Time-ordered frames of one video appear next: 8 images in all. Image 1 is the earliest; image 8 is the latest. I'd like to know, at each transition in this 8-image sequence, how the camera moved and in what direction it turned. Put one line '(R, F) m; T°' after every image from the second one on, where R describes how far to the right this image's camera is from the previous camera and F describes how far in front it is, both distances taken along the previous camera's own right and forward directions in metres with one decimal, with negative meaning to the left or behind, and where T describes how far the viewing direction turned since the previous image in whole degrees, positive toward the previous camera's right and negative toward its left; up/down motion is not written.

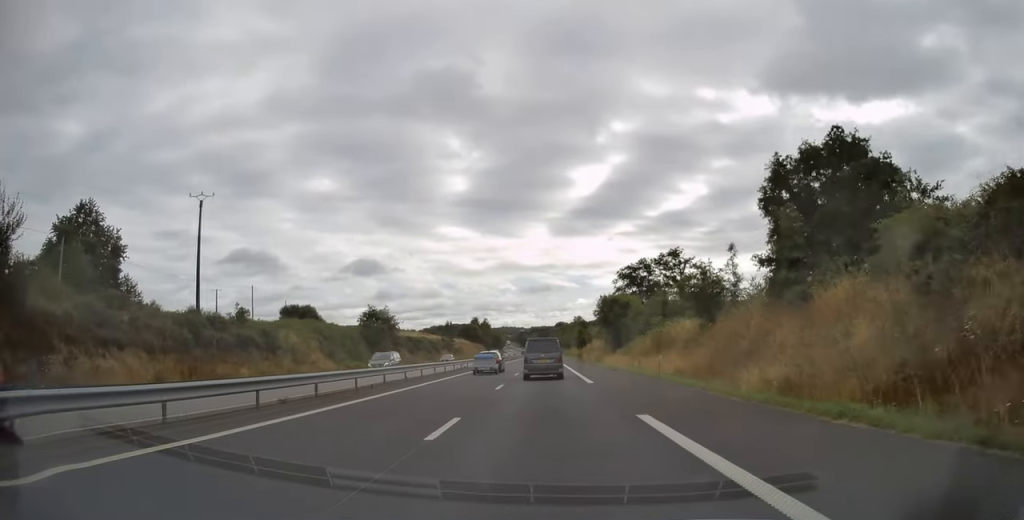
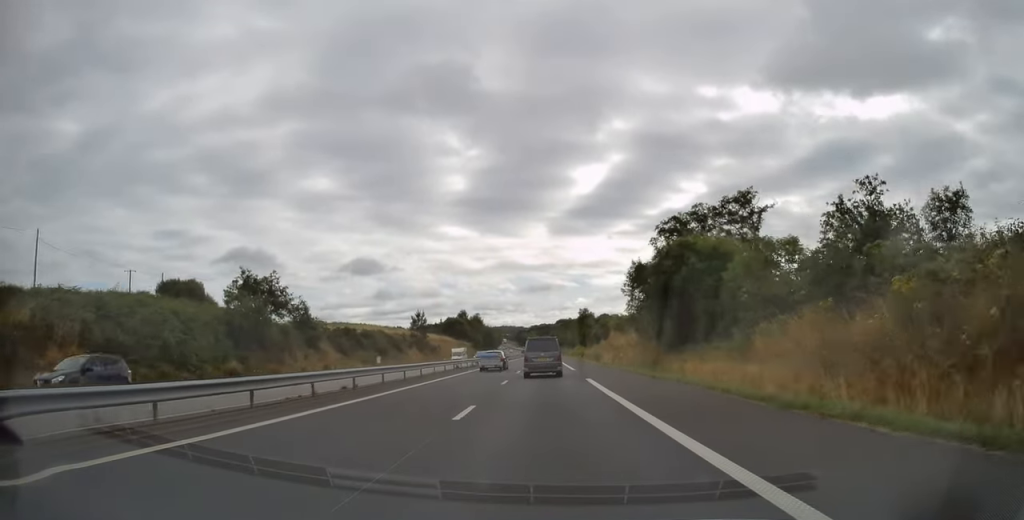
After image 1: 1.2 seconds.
(-0.5, +36.1) m; 0°
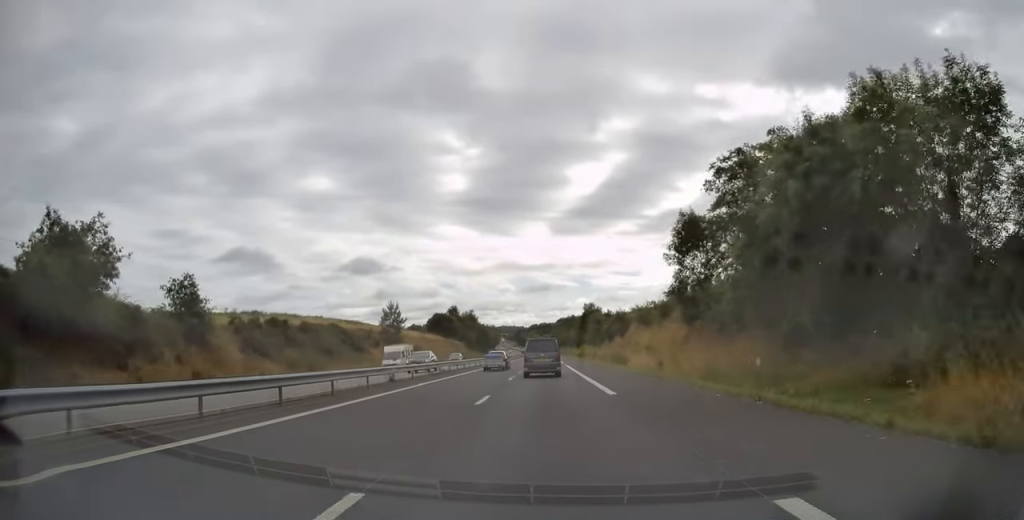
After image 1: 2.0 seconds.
(+0.3, +22.4) m; +1°
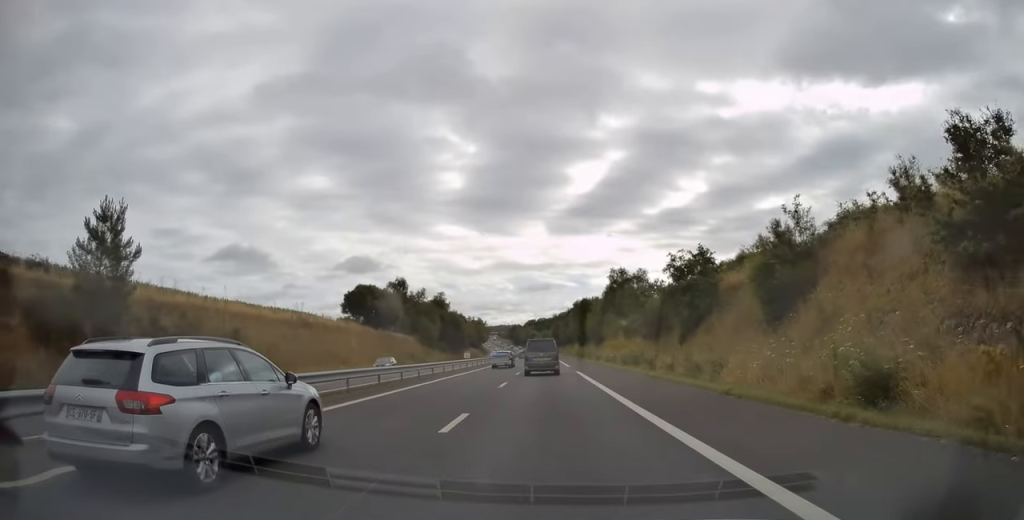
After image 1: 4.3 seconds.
(+0.2, +70.1) m; -1°
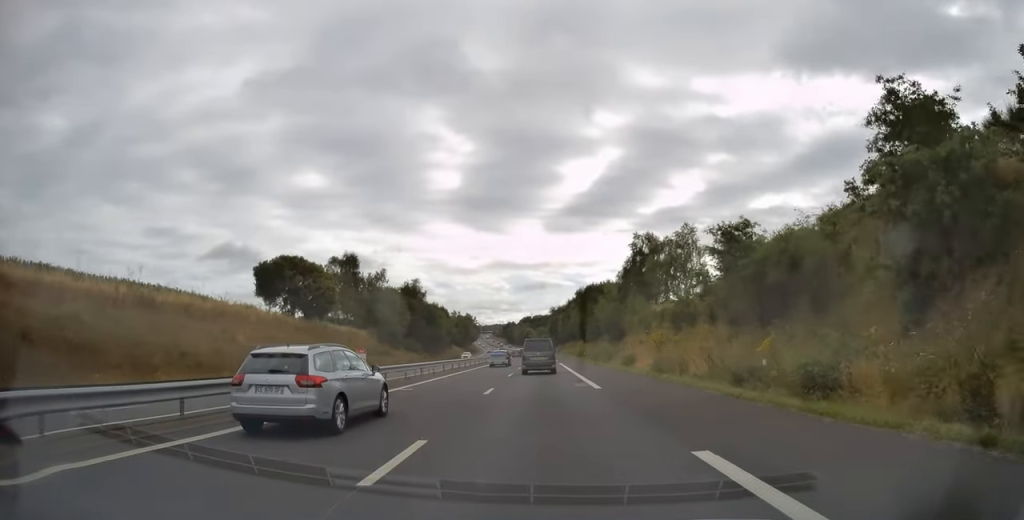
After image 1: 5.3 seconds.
(-0.3, +29.9) m; 0°
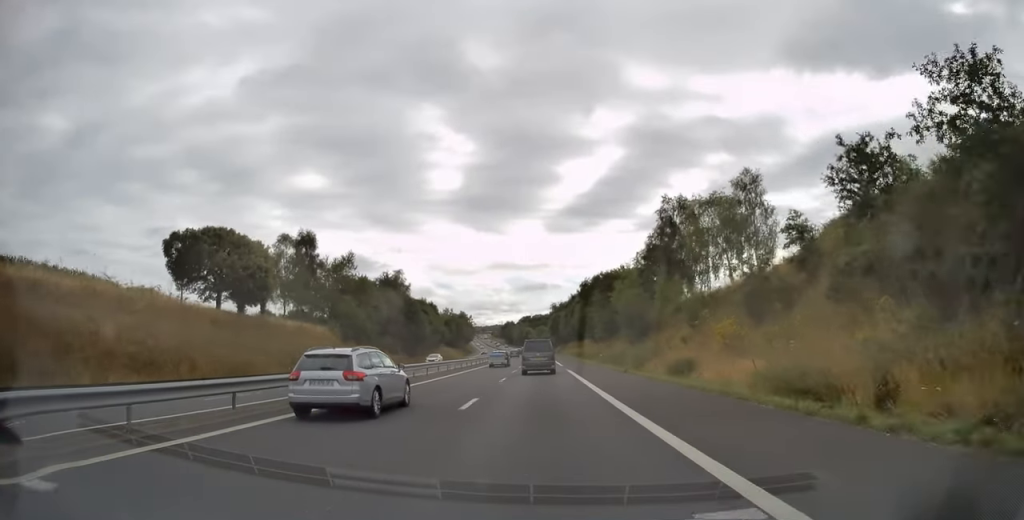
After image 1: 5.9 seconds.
(+0.3, +17.5) m; 0°
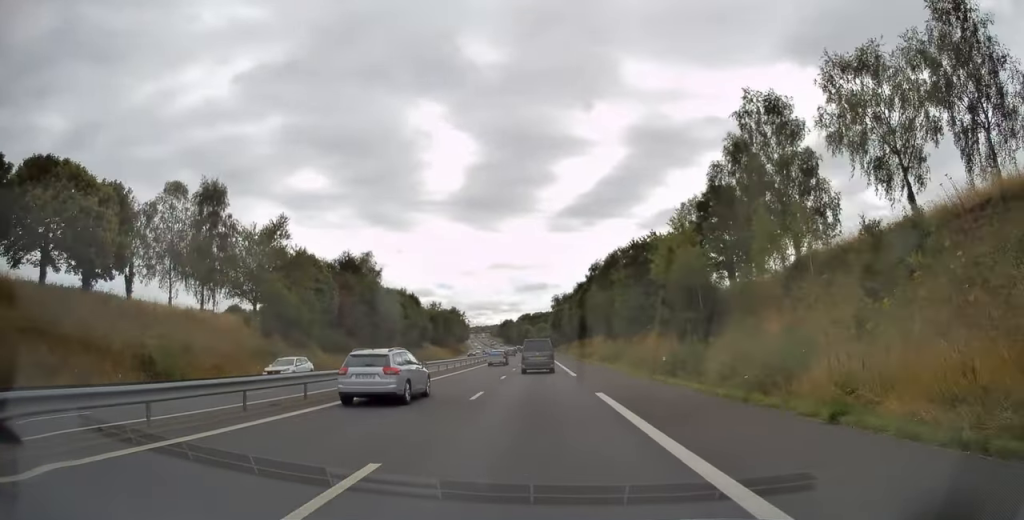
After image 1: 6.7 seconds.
(+0.1, +23.1) m; 0°
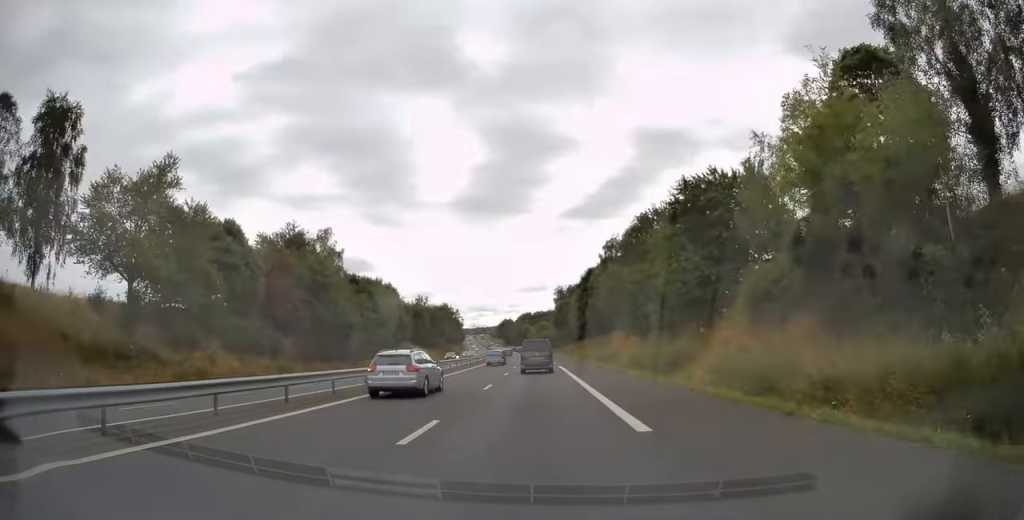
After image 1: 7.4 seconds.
(0.0, +21.1) m; 0°
